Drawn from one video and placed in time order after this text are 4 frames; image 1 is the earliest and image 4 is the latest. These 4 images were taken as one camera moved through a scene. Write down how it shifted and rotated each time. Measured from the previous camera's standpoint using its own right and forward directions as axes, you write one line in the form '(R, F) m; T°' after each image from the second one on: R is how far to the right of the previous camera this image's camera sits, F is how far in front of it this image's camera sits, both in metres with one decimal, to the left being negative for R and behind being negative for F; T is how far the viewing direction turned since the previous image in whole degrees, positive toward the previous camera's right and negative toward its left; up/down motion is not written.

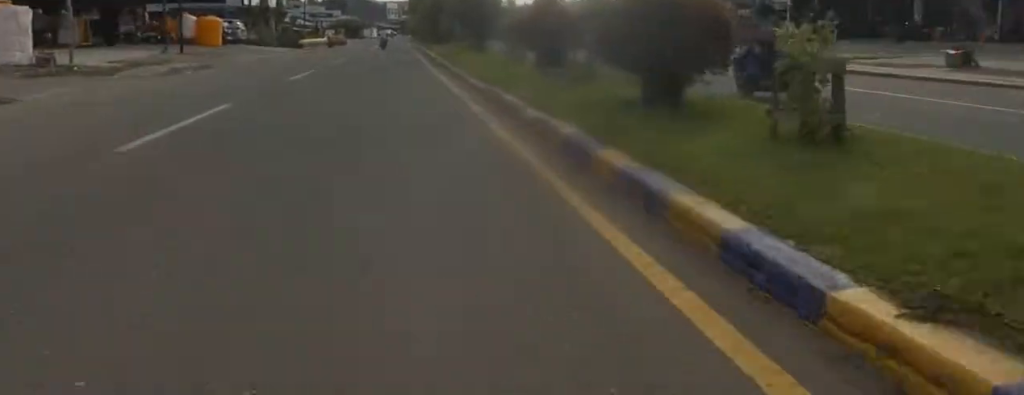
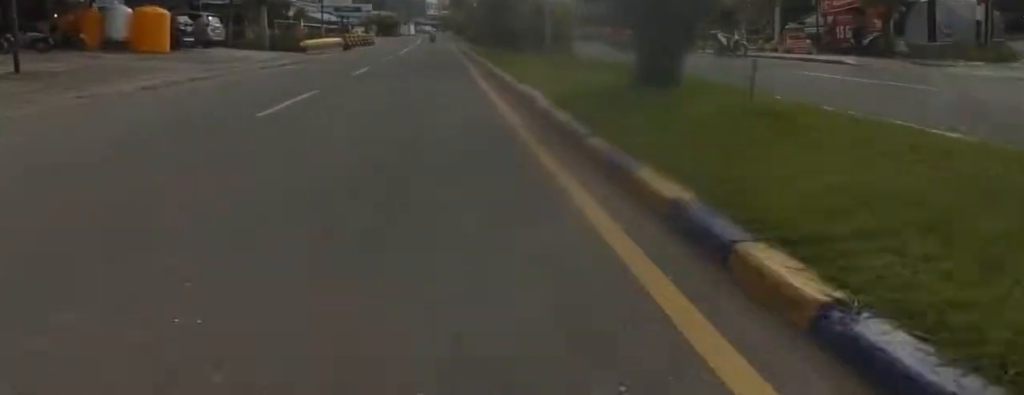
(-0.1, +13.4) m; -1°
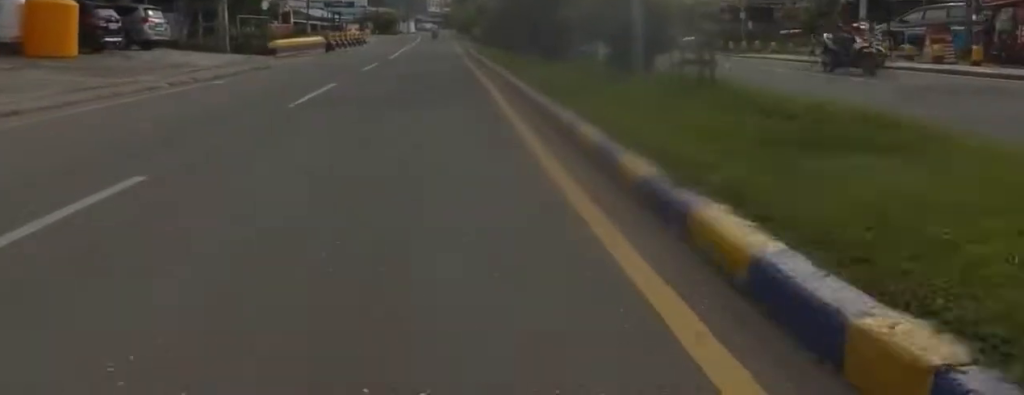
(0.0, +6.5) m; 0°
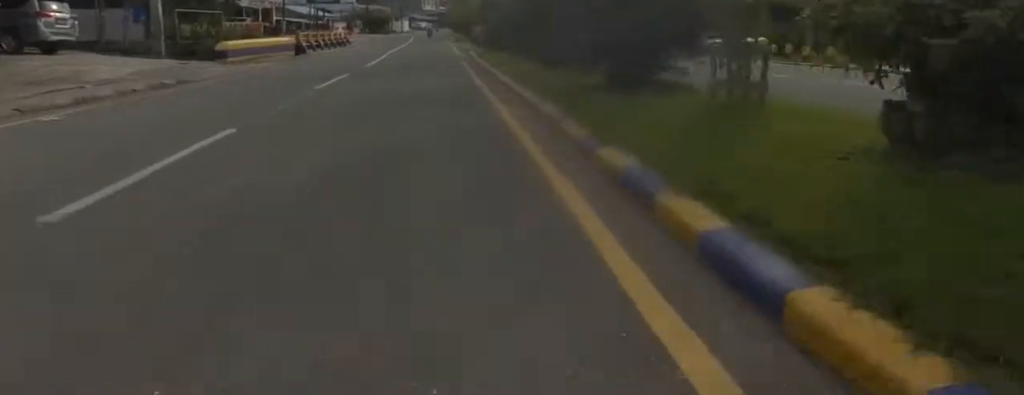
(0.0, +5.6) m; 0°
